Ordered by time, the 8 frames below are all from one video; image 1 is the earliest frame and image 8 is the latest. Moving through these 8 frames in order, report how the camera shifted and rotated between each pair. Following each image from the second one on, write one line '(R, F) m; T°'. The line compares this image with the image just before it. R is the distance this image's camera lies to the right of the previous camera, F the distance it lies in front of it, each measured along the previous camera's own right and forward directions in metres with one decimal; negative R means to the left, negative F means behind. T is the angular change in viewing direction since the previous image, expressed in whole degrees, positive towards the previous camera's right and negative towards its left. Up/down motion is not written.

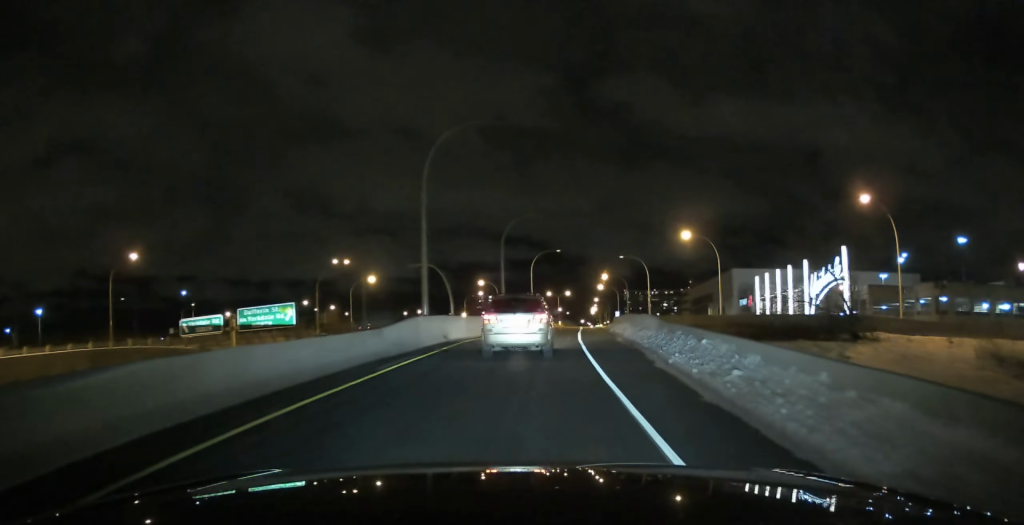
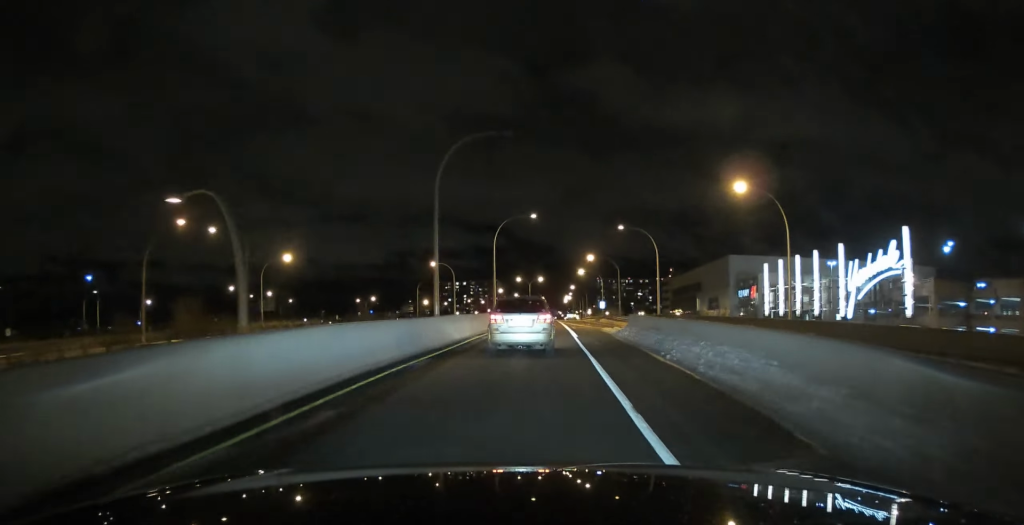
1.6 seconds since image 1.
(+2.3, +25.3) m; +4°
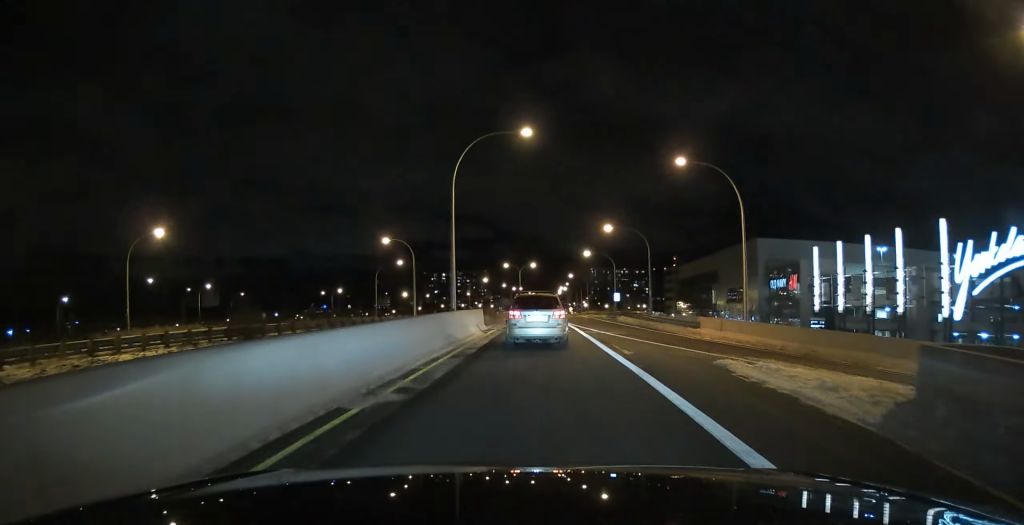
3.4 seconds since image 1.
(+1.3, +27.9) m; +4°
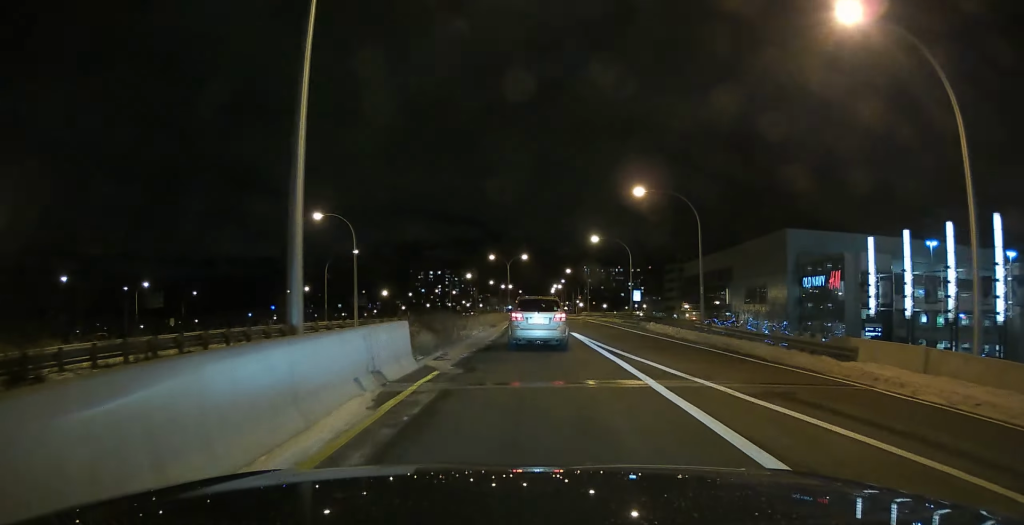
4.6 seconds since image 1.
(+0.4, +20.8) m; +1°
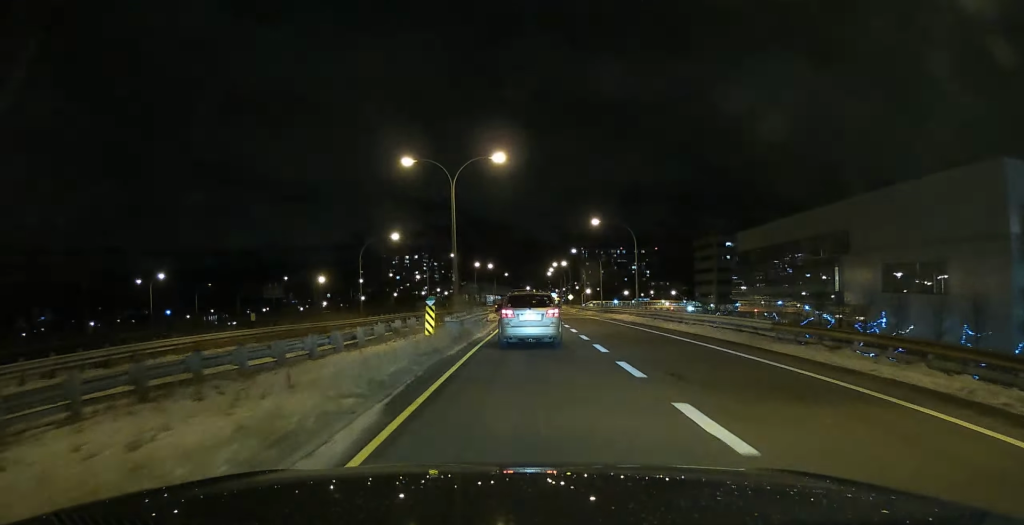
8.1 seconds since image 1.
(+0.8, +60.6) m; +1°
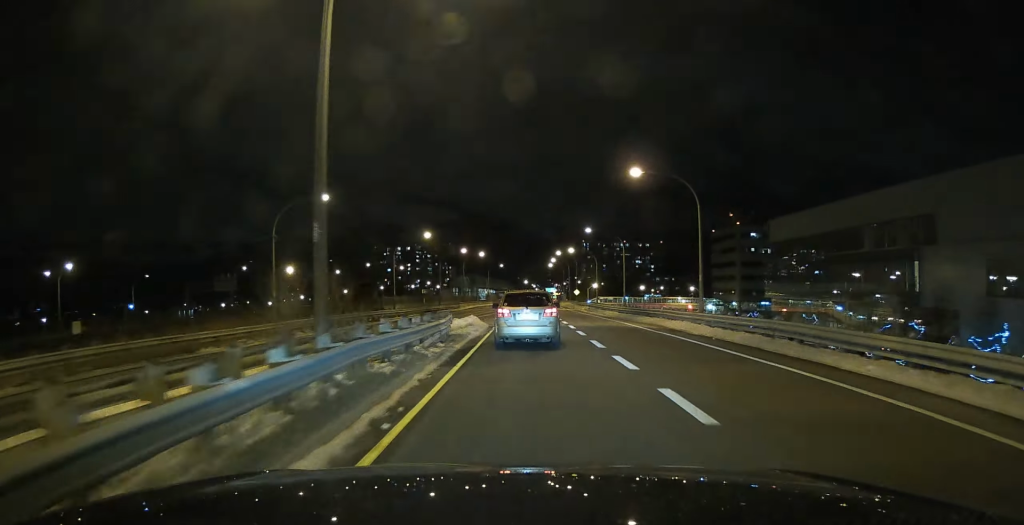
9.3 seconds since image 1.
(0.0, +21.5) m; 0°
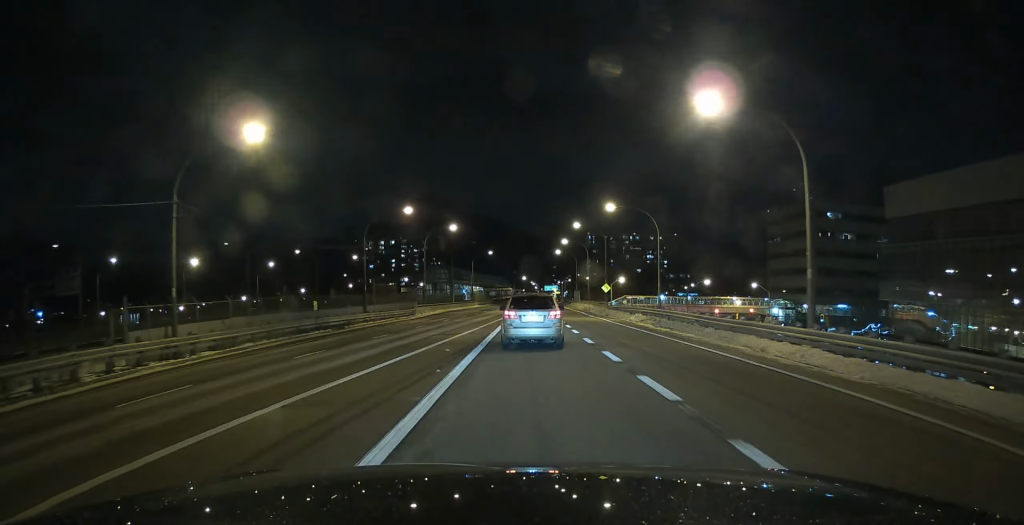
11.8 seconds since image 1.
(+0.2, +47.1) m; 0°
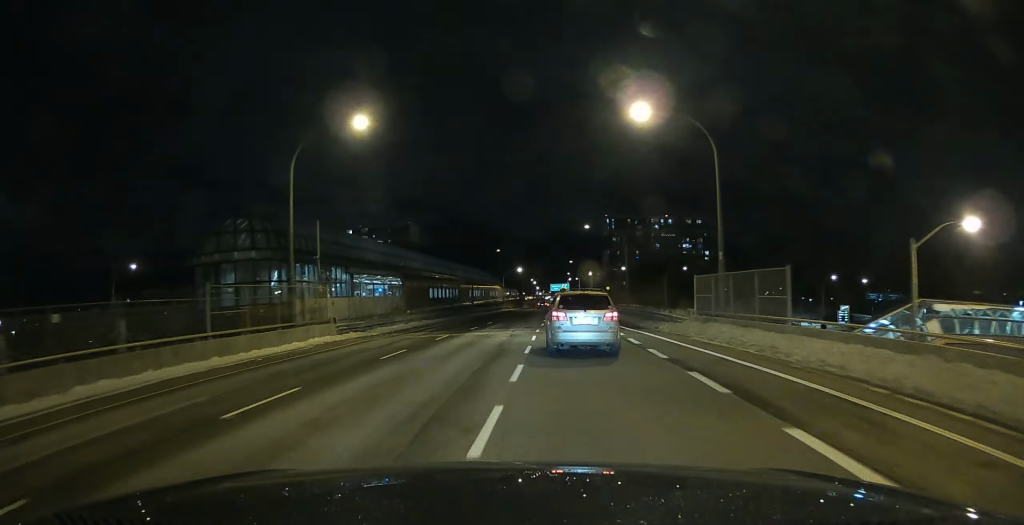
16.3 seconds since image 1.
(-0.1, +95.3) m; 0°
